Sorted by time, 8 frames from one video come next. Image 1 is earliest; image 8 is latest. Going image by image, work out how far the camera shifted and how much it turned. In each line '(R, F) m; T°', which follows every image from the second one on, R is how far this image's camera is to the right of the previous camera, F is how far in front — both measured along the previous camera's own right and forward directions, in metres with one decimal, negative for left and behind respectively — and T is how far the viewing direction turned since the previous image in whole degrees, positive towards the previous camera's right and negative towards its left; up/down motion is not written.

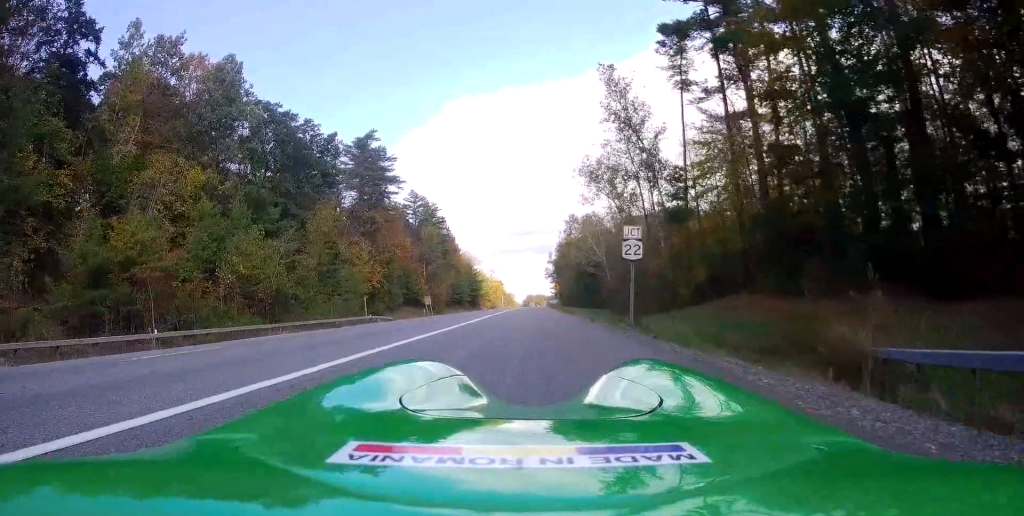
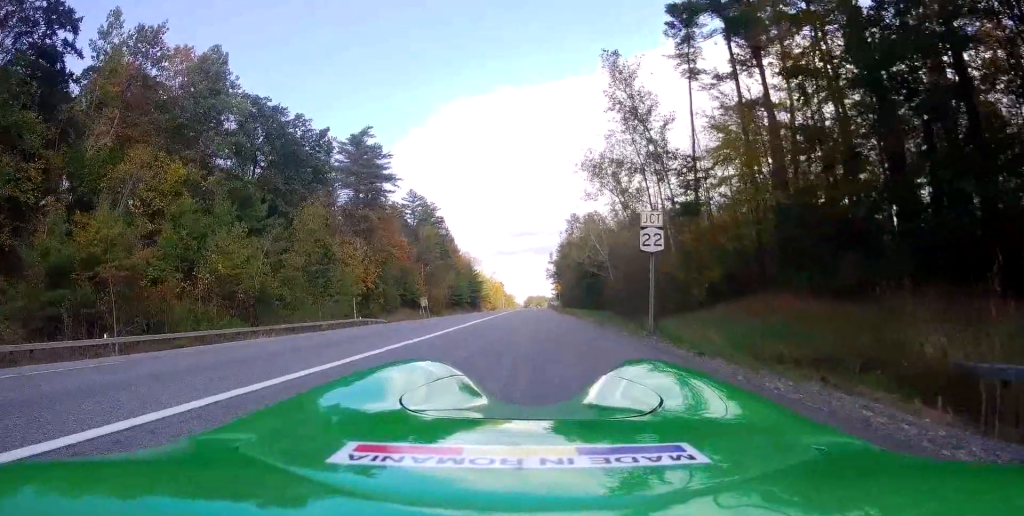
(-0.2, +3.0) m; +1°
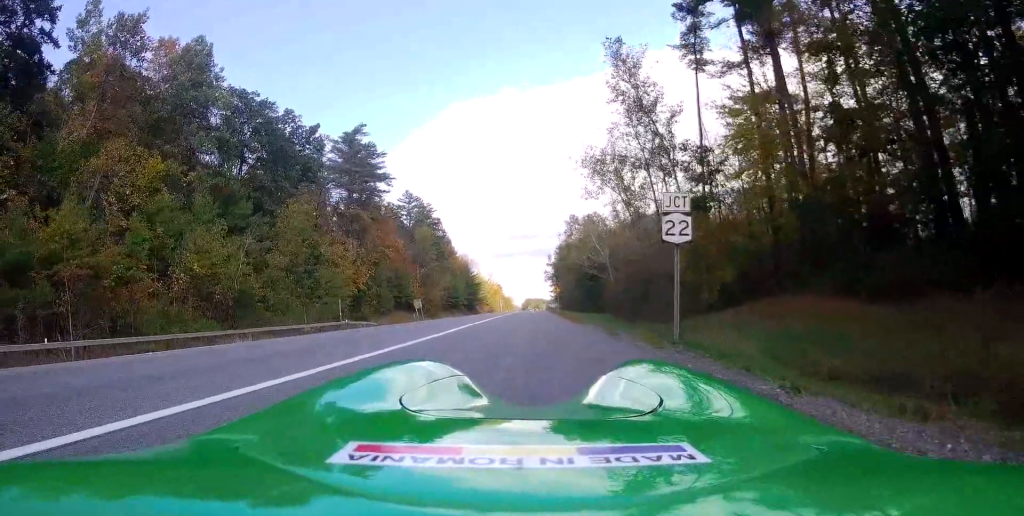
(+0.2, +2.8) m; 0°
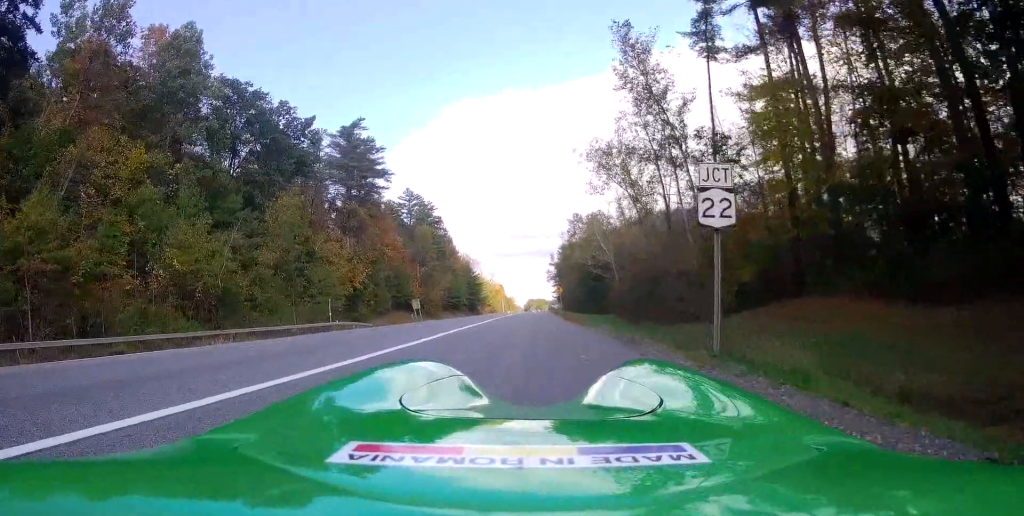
(+0.2, +2.6) m; 0°
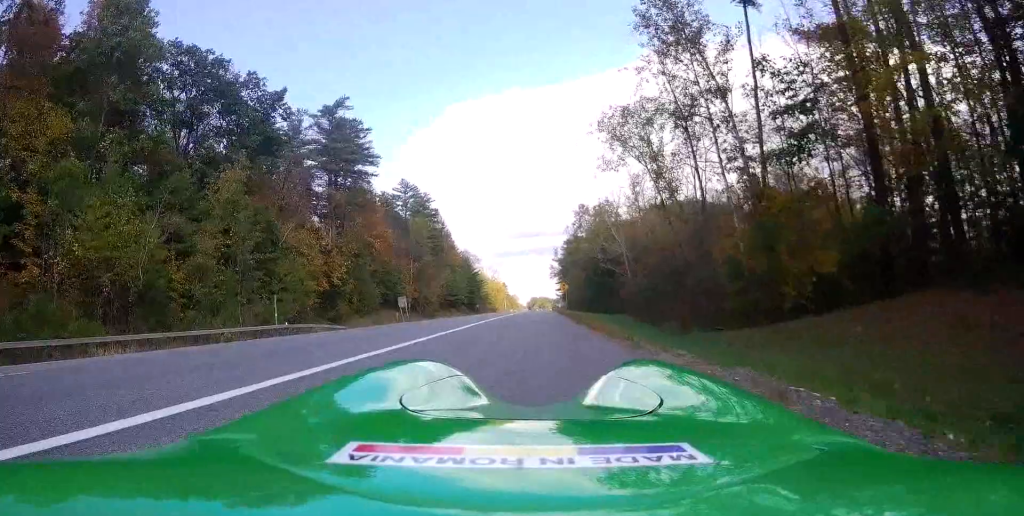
(-0.8, +9.3) m; -4°
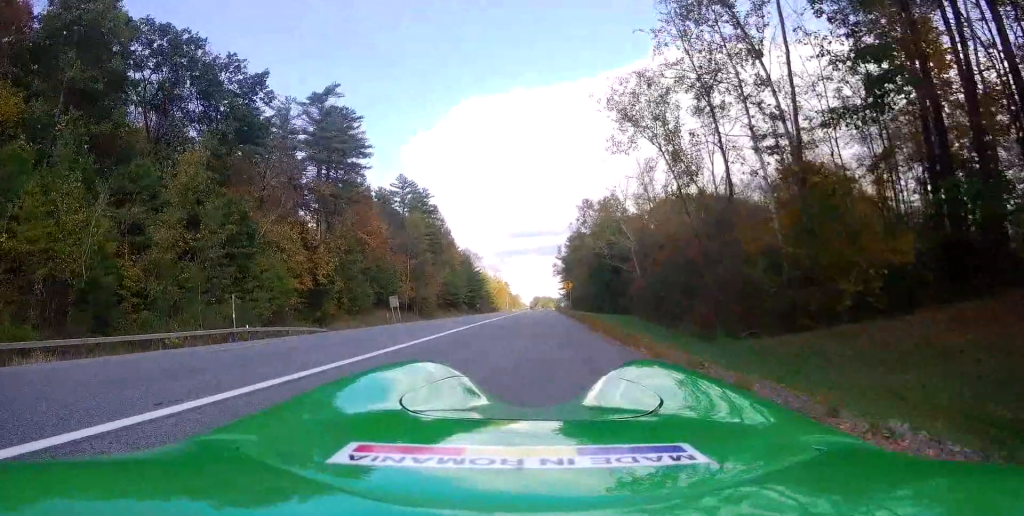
(+0.1, +5.0) m; 0°
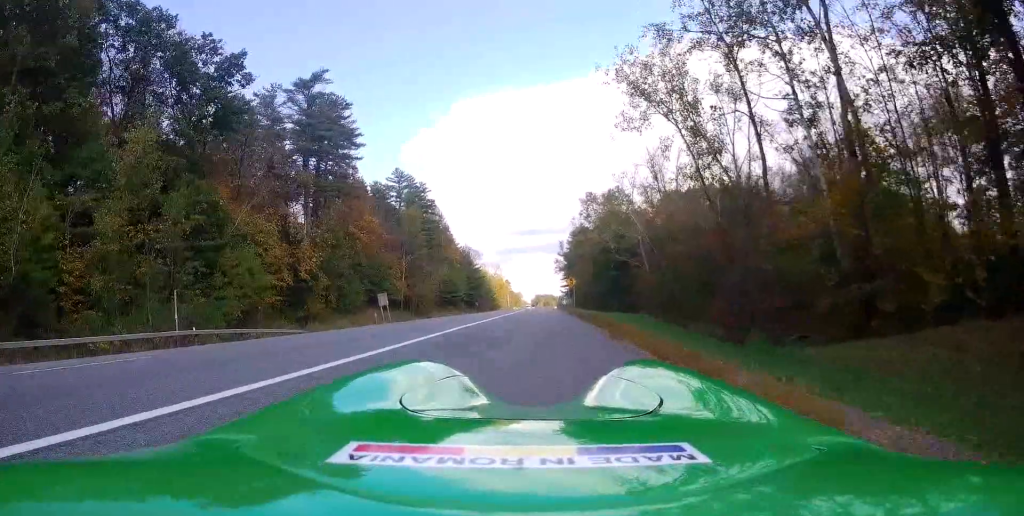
(-0.1, +4.9) m; 0°
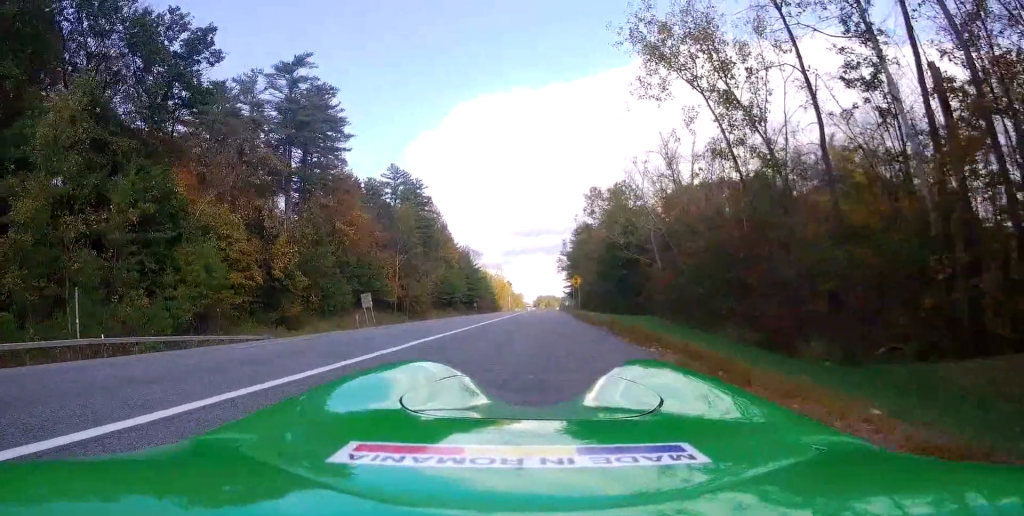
(0.0, +5.7) m; +1°
